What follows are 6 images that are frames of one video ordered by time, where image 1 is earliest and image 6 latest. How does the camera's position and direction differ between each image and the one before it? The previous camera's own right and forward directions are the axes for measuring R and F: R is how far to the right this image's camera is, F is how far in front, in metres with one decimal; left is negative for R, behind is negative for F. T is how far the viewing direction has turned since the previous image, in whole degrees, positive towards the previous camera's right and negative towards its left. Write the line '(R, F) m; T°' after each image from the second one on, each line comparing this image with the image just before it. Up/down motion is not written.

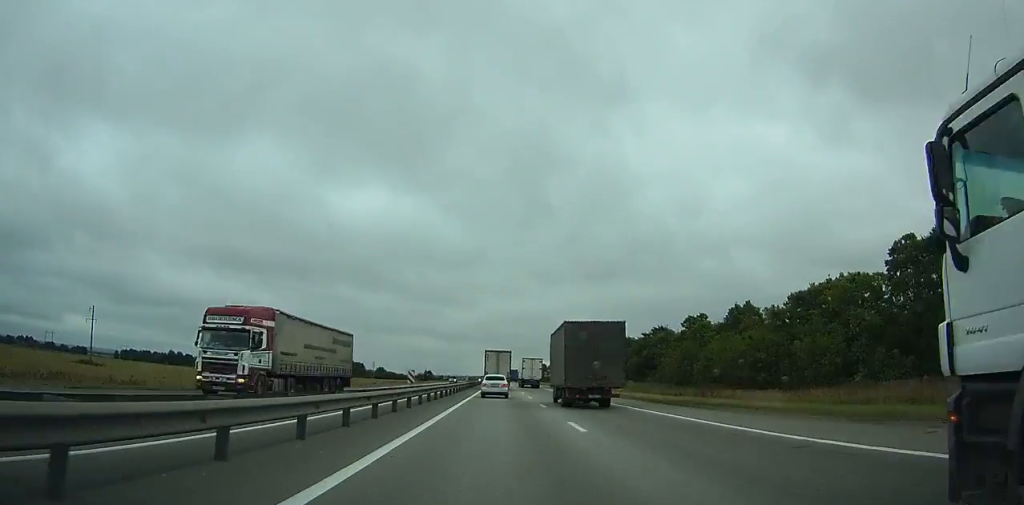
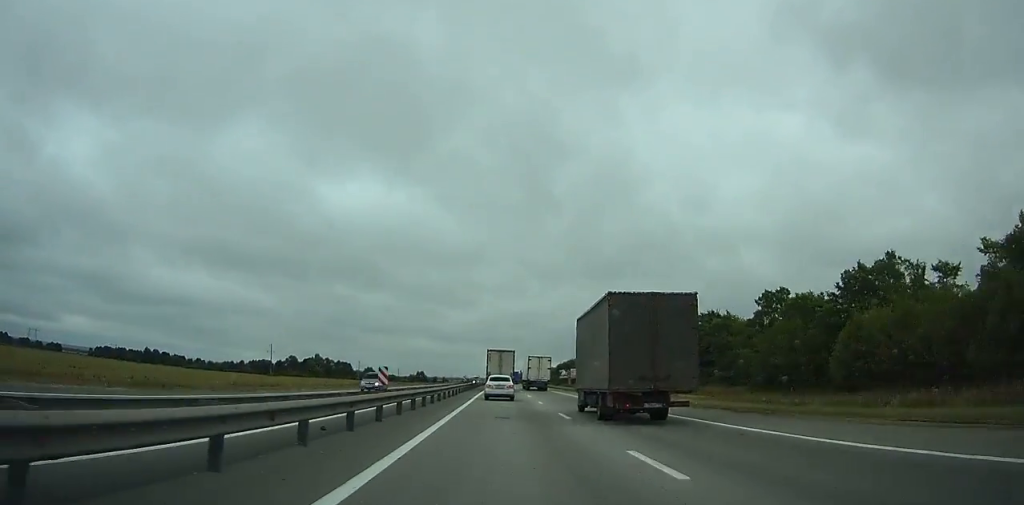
(+0.1, +42.8) m; 0°
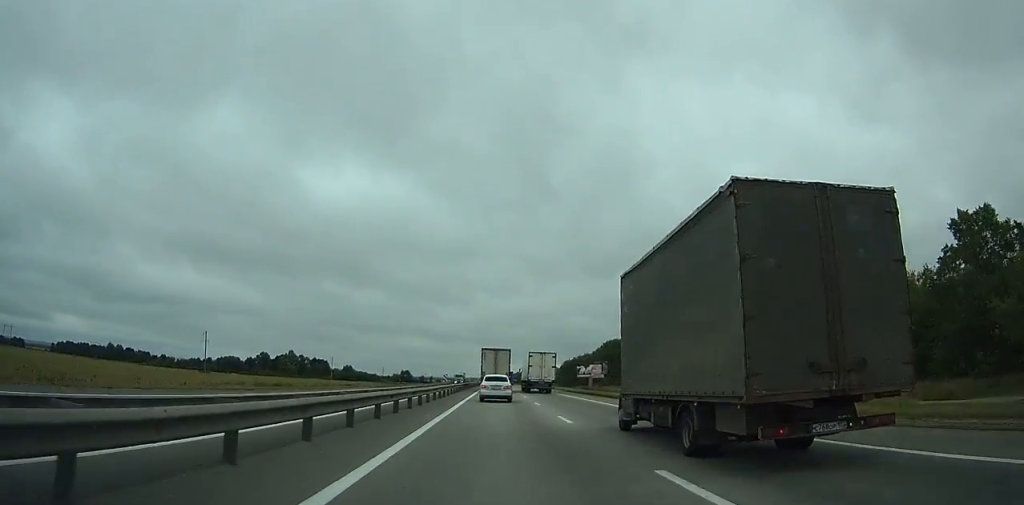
(+0.1, +50.8) m; 0°
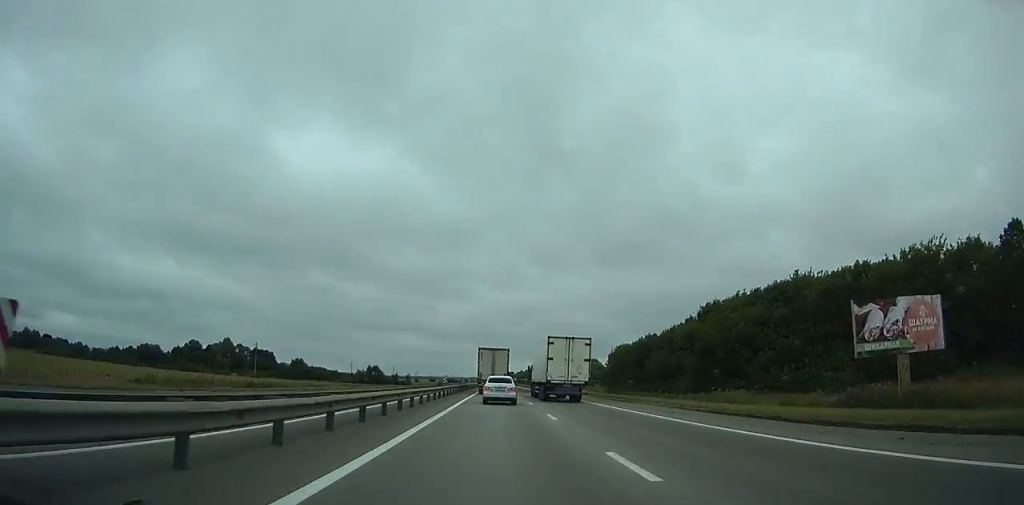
(+0.2, +107.0) m; 0°
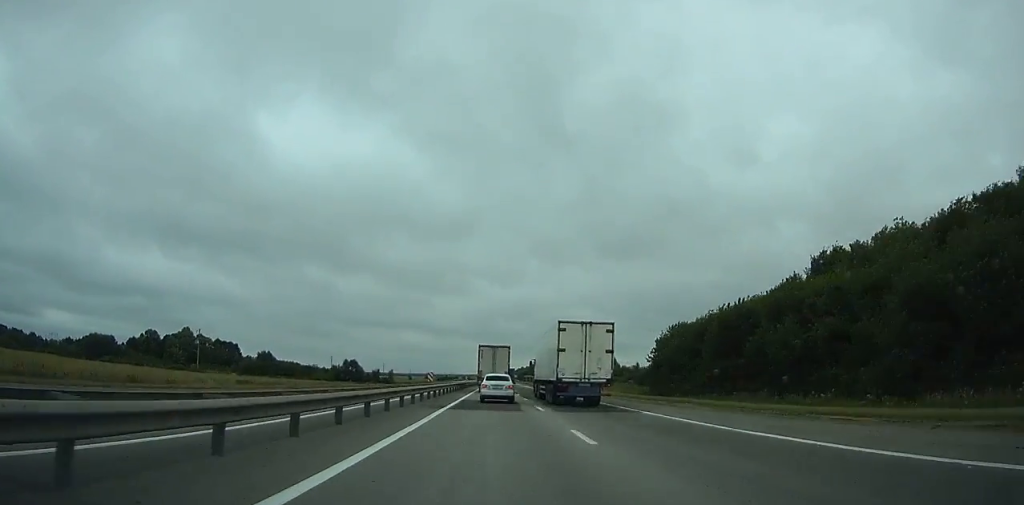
(+0.1, +43.1) m; 0°
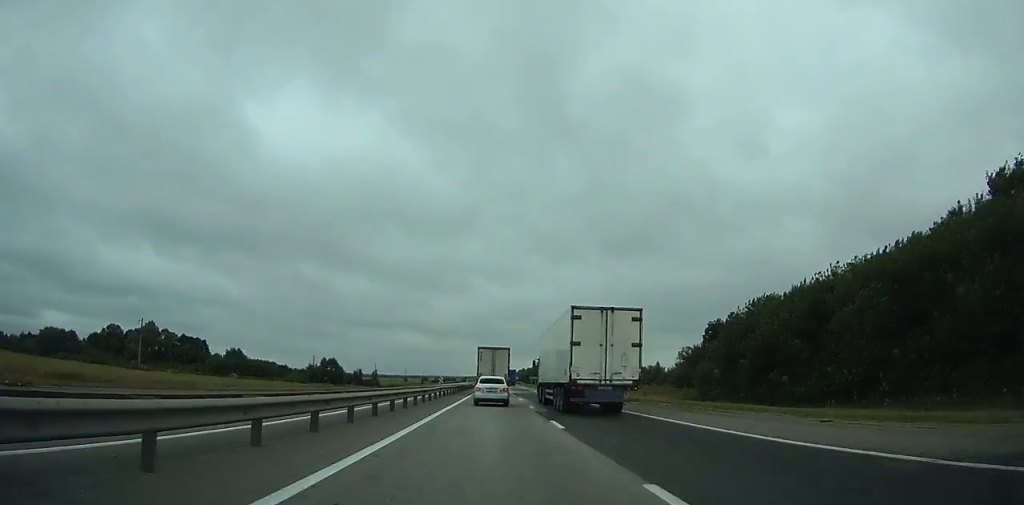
(0.0, +32.2) m; 0°
